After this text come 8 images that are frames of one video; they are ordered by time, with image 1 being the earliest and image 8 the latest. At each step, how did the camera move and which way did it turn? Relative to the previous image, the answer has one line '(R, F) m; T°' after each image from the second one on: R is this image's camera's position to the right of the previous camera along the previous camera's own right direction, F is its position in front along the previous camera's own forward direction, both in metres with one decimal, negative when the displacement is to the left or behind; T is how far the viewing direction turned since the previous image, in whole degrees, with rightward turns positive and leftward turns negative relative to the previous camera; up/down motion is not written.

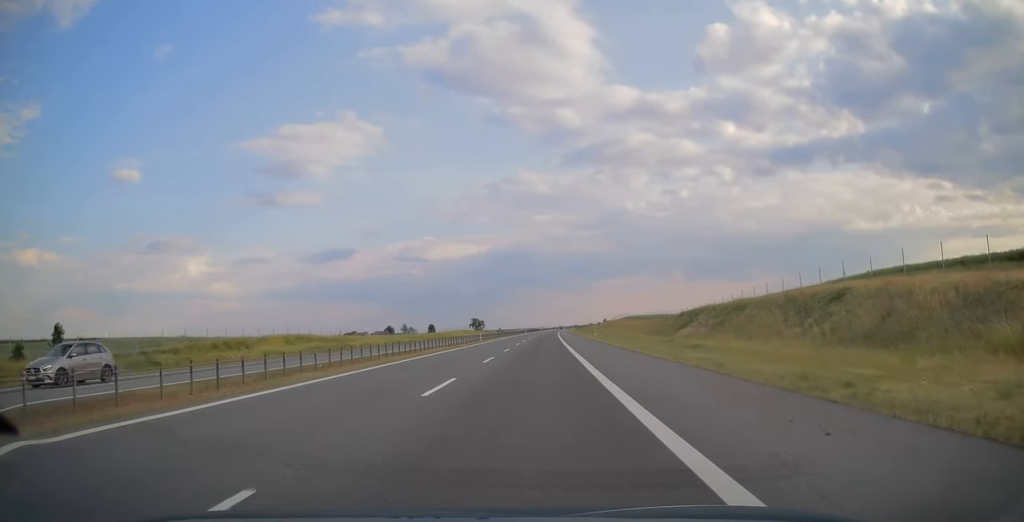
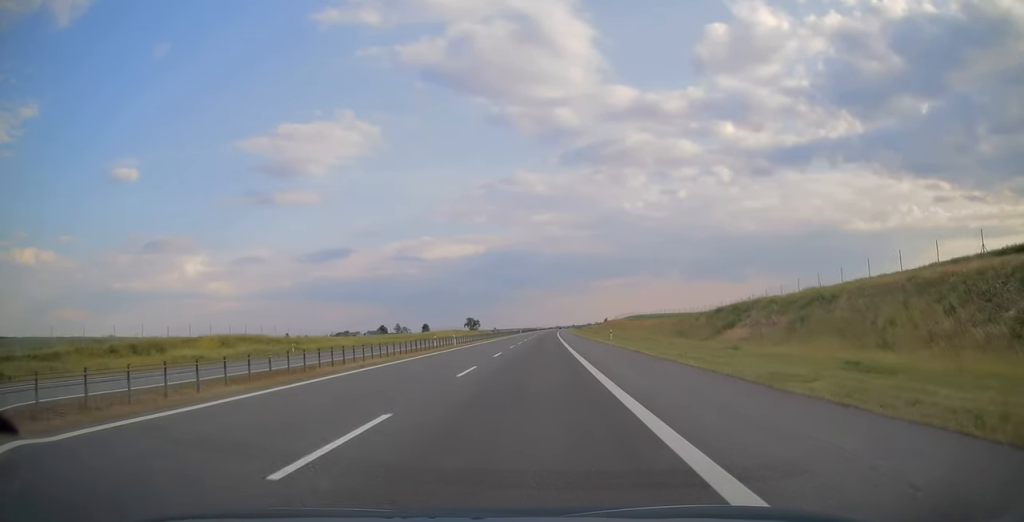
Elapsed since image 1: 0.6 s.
(+0.1, +19.1) m; 0°
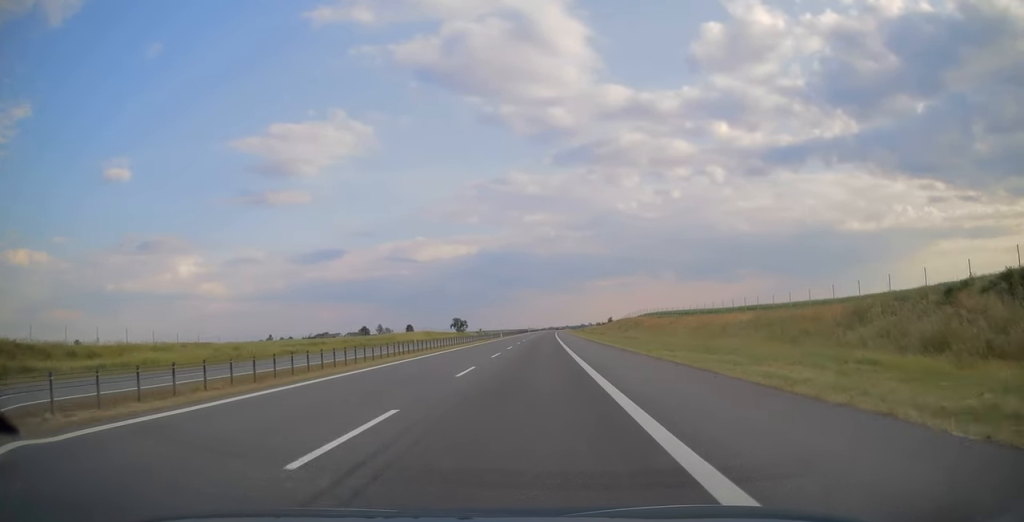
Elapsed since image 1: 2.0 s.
(+0.2, +47.5) m; +1°
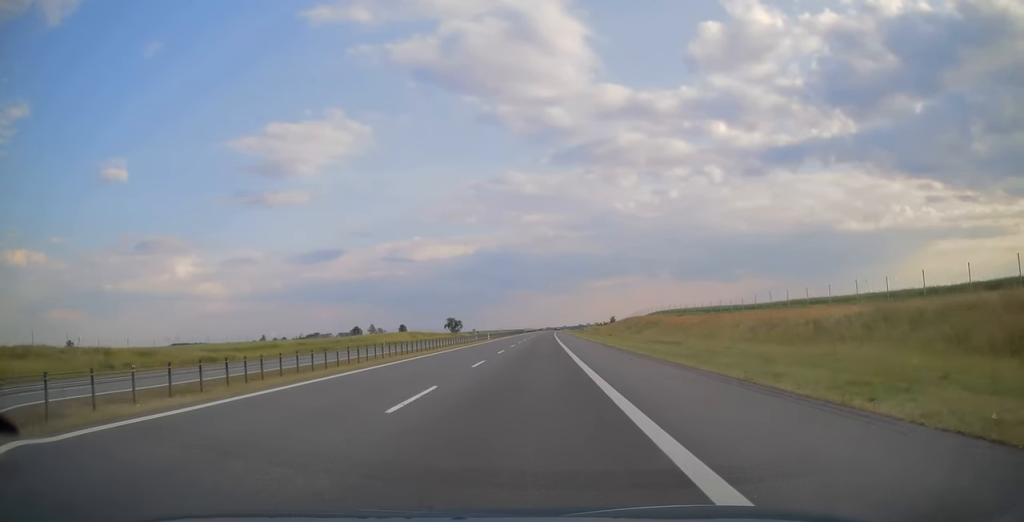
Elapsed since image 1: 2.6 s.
(+0.1, +19.6) m; 0°
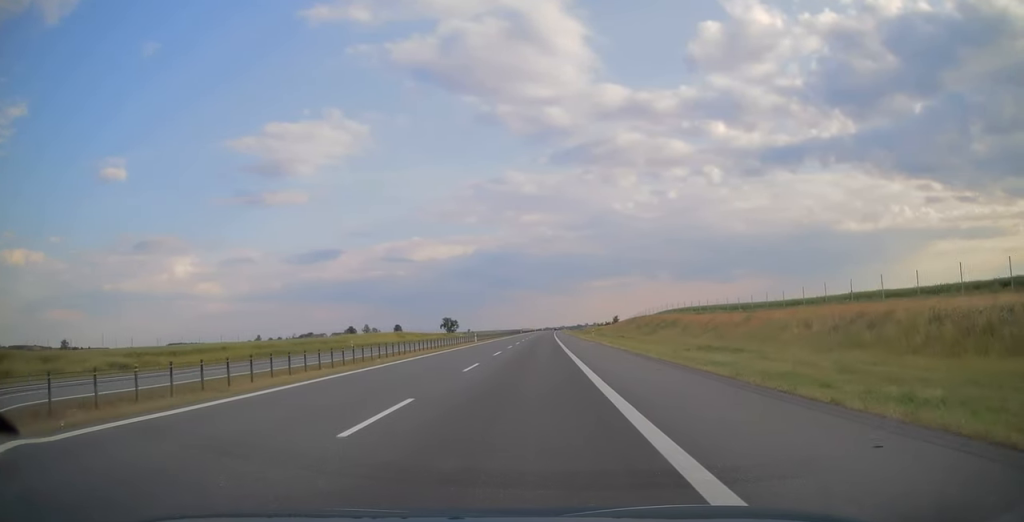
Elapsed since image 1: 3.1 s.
(0.0, +14.2) m; 0°
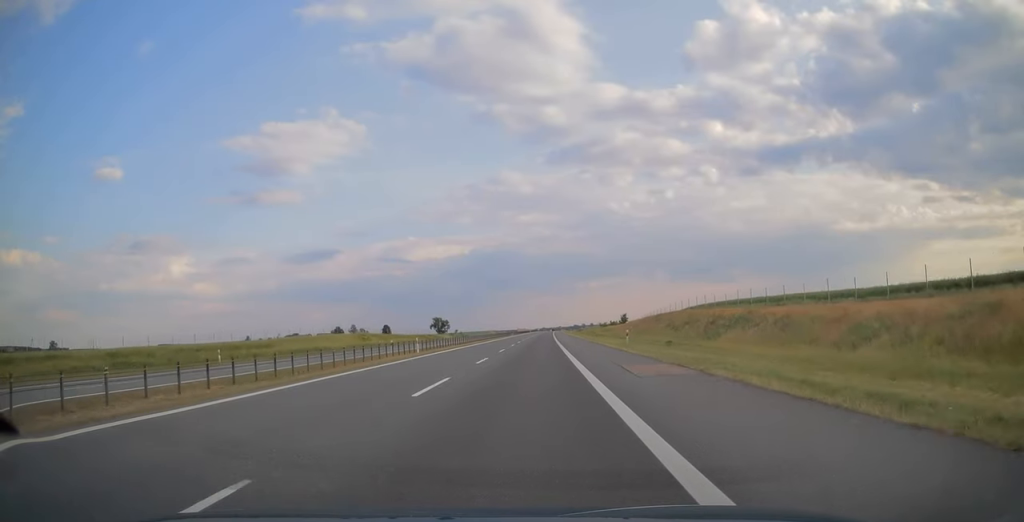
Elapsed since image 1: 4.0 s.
(+0.1, +31.1) m; 0°
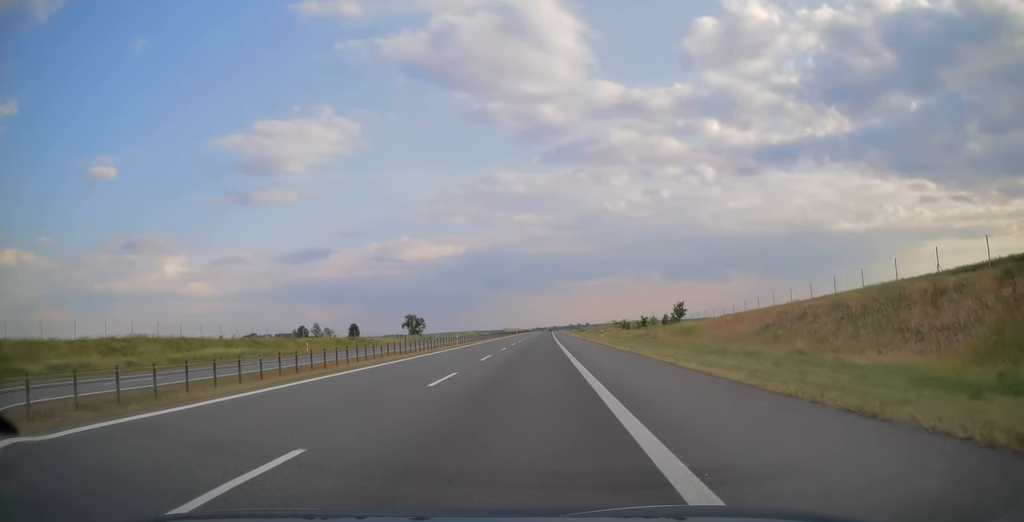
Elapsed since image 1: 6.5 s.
(+0.4, +82.1) m; +1°
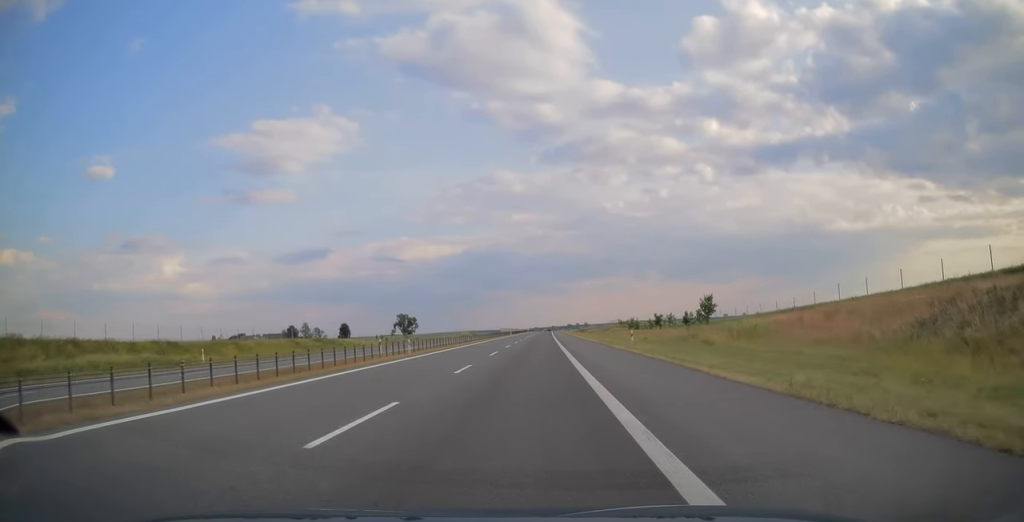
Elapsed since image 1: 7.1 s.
(0.0, +19.7) m; 0°
